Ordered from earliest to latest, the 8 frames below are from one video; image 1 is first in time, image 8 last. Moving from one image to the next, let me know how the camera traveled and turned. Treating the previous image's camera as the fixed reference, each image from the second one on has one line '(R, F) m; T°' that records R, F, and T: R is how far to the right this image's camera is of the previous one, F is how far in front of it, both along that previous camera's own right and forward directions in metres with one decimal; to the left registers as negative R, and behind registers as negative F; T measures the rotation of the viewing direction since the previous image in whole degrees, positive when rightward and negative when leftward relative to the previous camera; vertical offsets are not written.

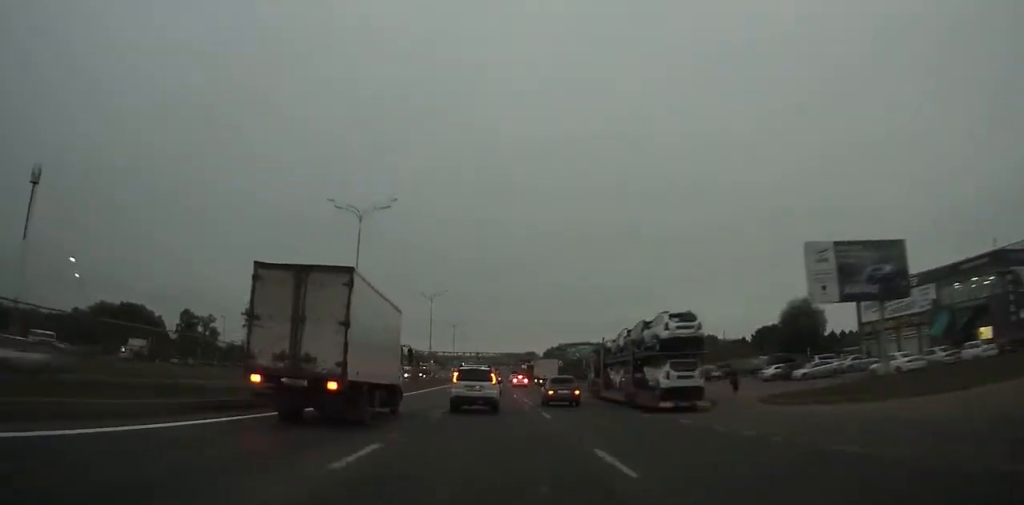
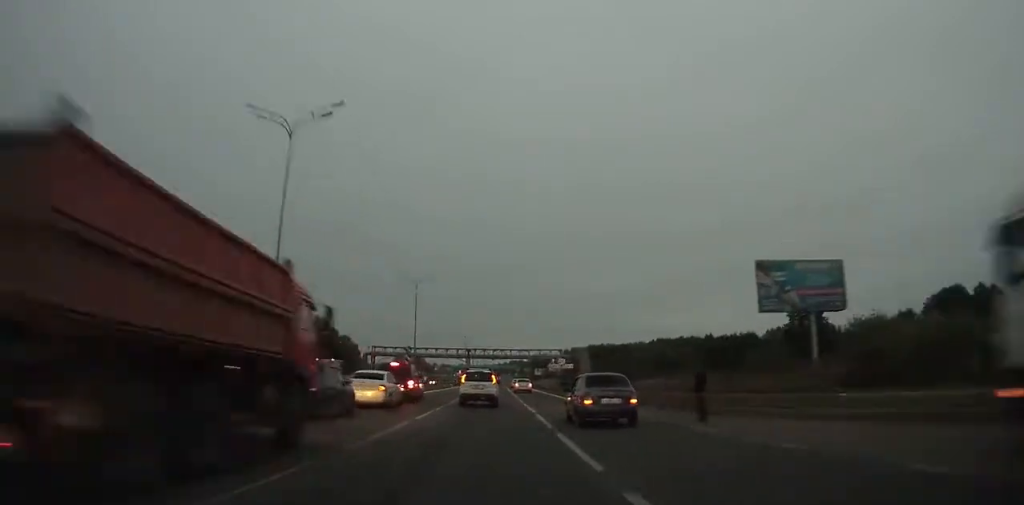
(0.0, +93.4) m; 0°
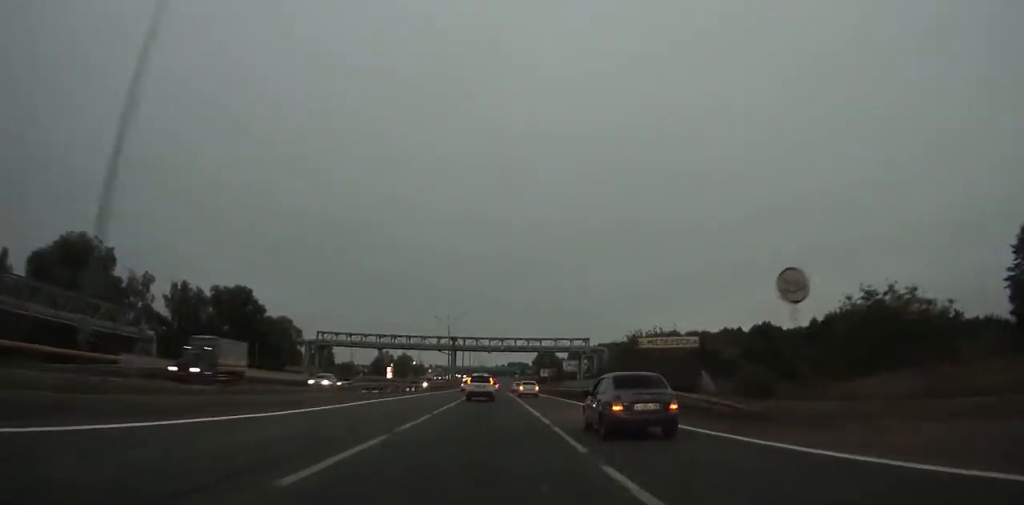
(-0.2, +52.6) m; 0°
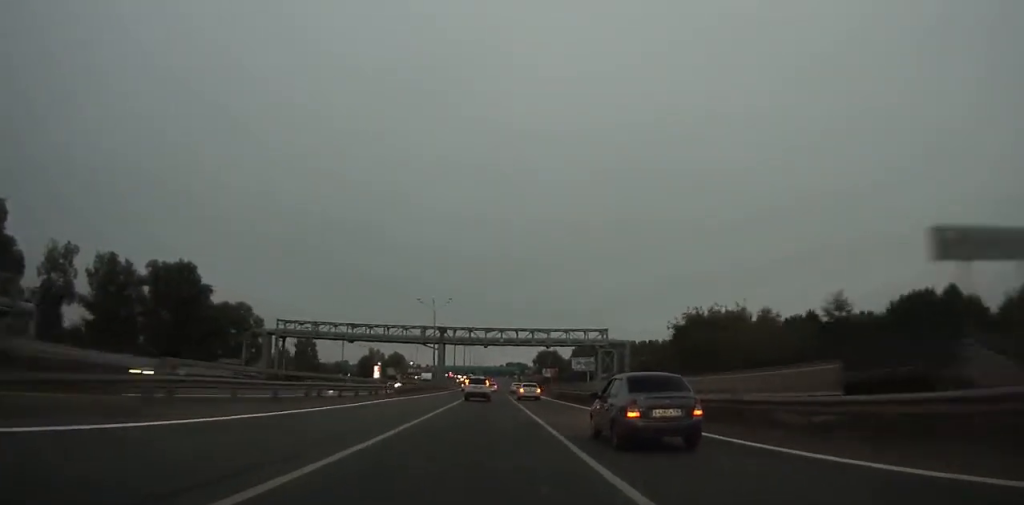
(0.0, +21.5) m; 0°
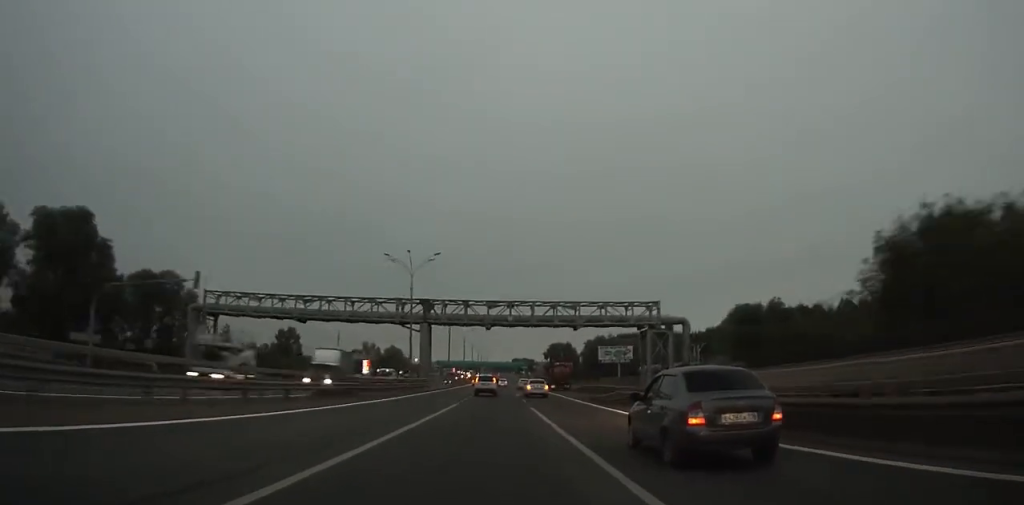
(+0.1, +27.4) m; 0°
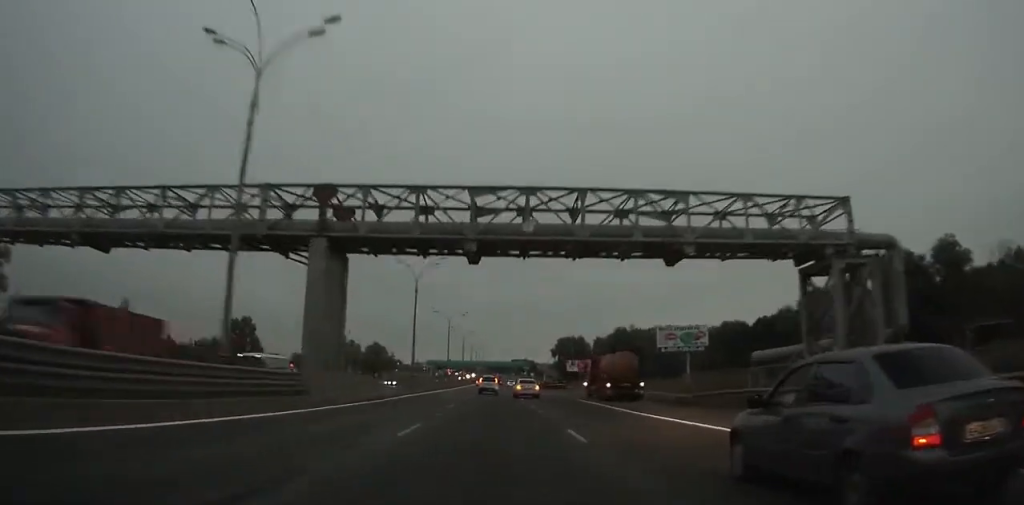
(-0.1, +38.9) m; 0°
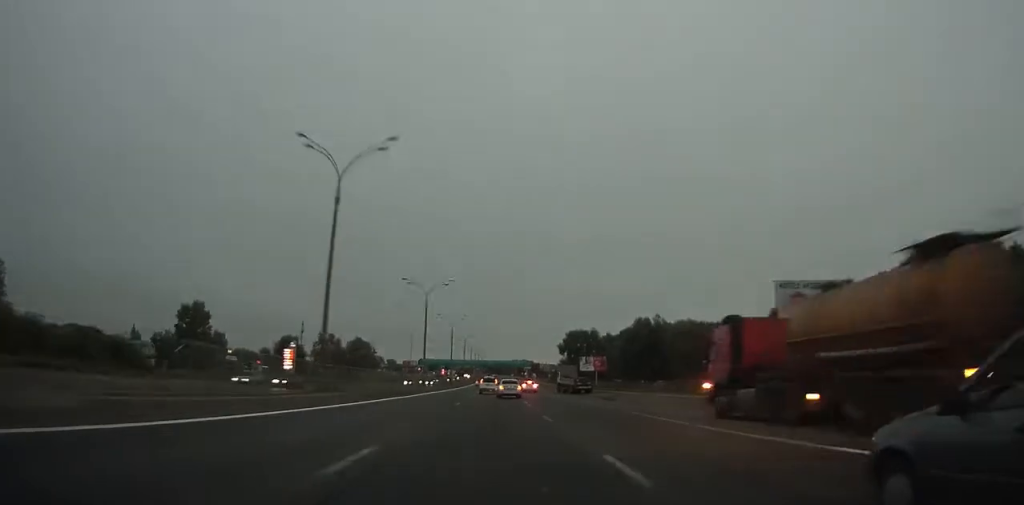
(-0.1, +29.3) m; 0°
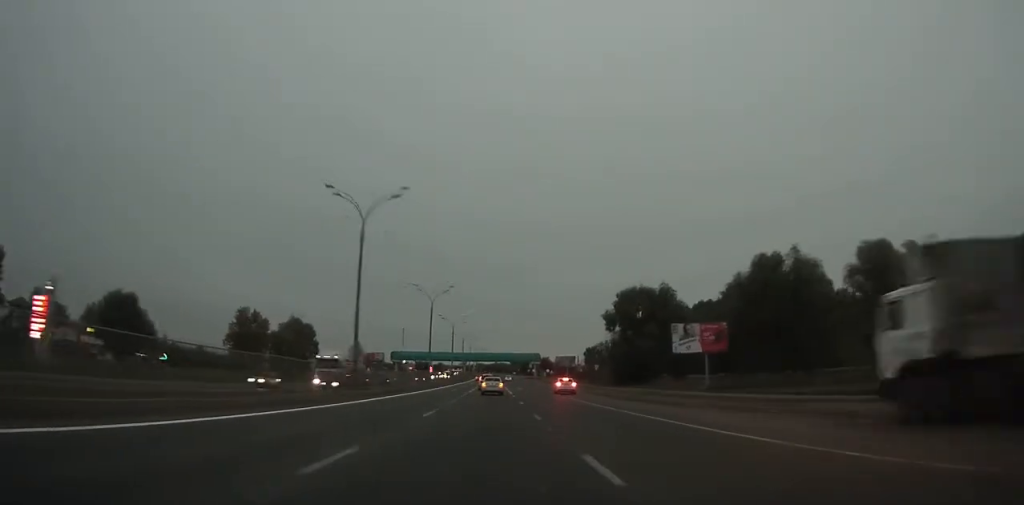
(+0.4, +70.2) m; 0°
